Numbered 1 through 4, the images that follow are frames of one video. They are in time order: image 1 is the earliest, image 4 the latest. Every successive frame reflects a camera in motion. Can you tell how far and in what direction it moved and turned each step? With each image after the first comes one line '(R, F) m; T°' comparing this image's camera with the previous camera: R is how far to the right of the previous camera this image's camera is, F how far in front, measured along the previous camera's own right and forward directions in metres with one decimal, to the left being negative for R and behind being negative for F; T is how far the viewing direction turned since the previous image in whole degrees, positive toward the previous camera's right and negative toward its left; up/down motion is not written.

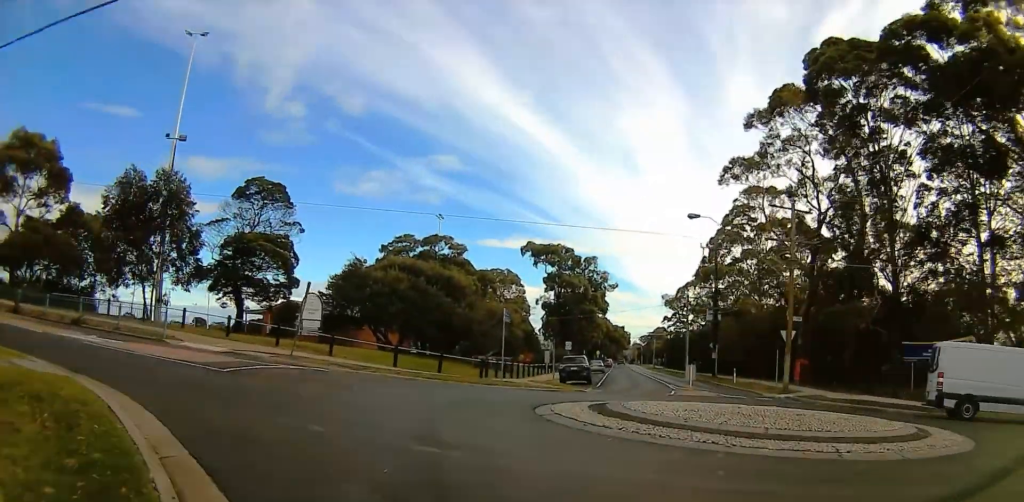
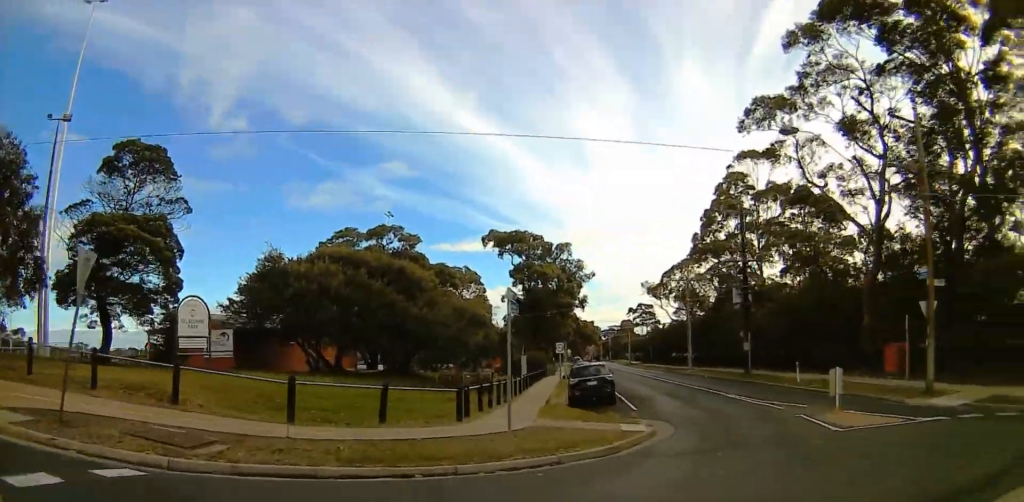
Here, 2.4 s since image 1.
(-2.2, +12.1) m; +8°
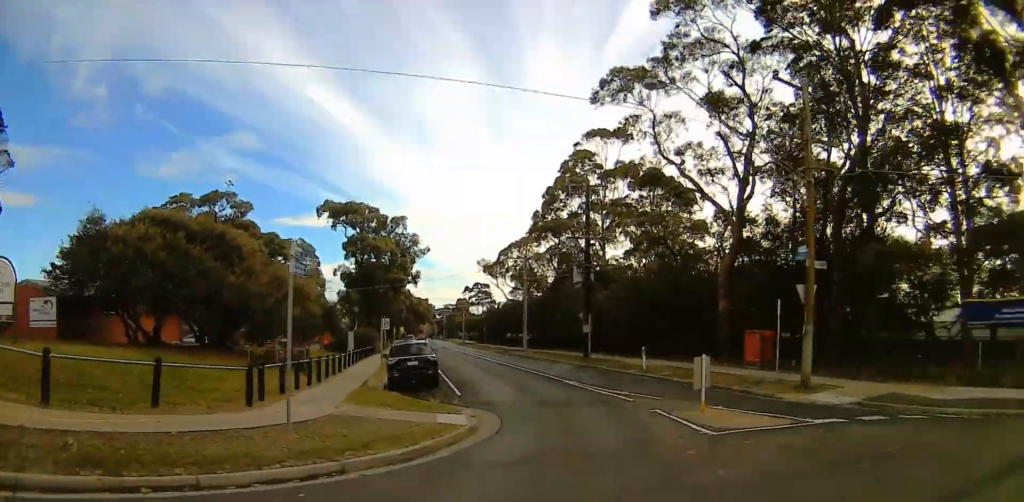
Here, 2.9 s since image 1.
(-0.1, +2.4) m; +15°
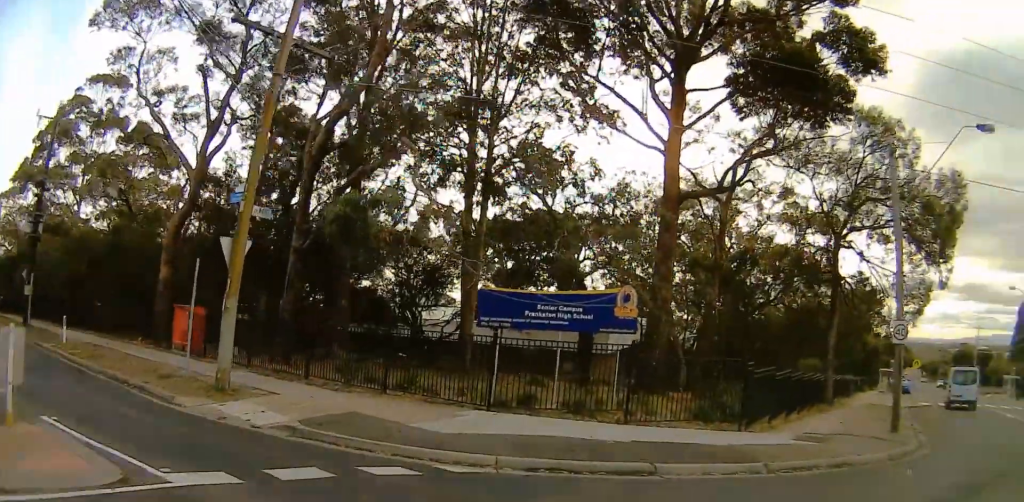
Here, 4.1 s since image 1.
(+2.5, +5.6) m; +45°
